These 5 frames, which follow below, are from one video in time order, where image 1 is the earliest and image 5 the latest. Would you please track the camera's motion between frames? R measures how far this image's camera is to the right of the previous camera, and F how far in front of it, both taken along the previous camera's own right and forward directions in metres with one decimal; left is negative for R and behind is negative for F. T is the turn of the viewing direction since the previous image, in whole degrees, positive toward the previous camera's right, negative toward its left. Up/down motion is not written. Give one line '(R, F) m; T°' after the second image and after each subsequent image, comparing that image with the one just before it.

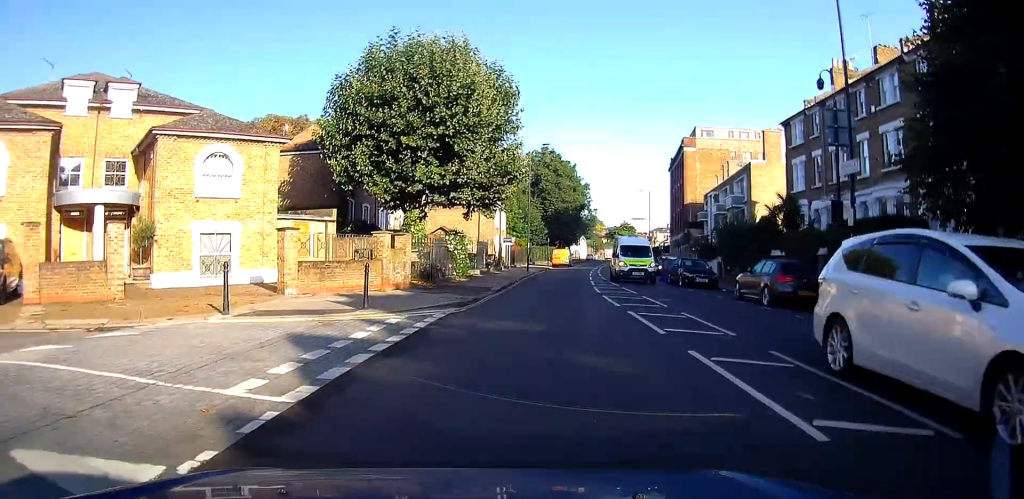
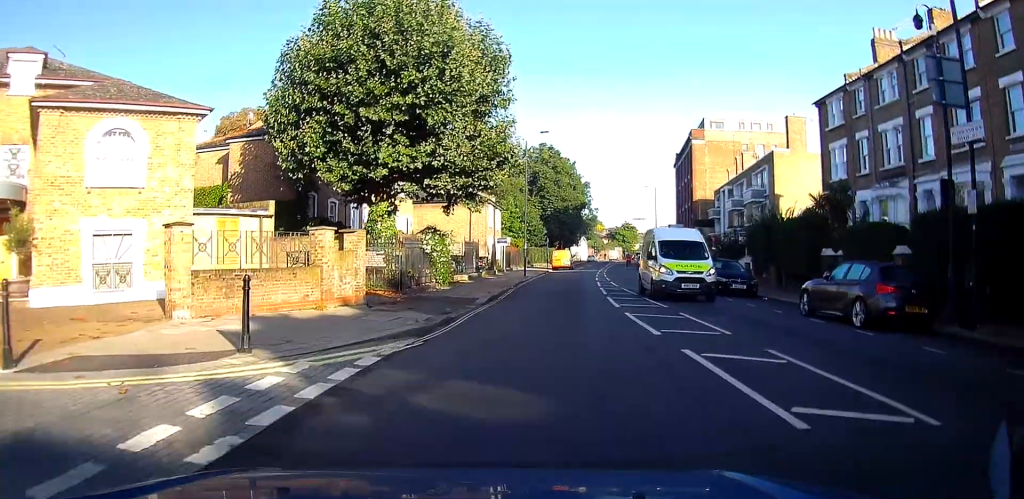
(0.0, +5.7) m; 0°
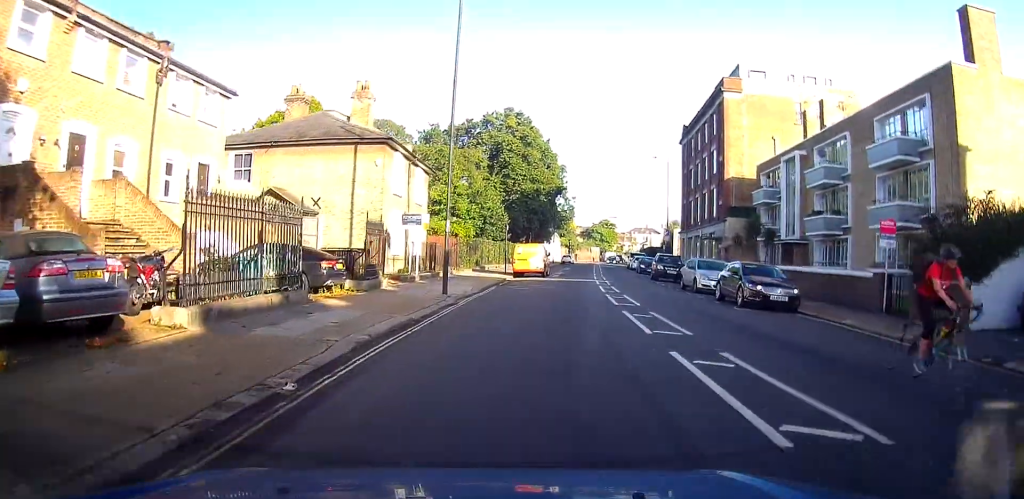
(+0.9, +24.4) m; +3°
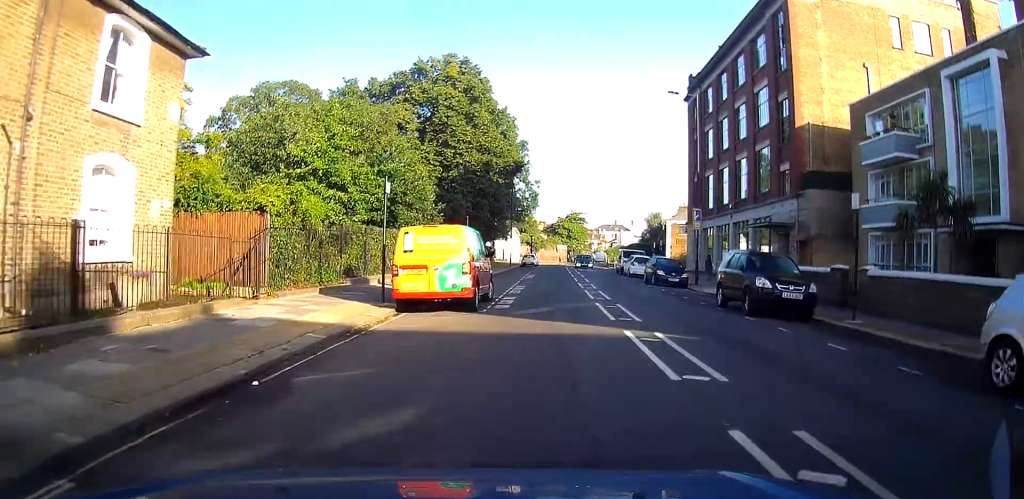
(+0.7, +21.5) m; +4°
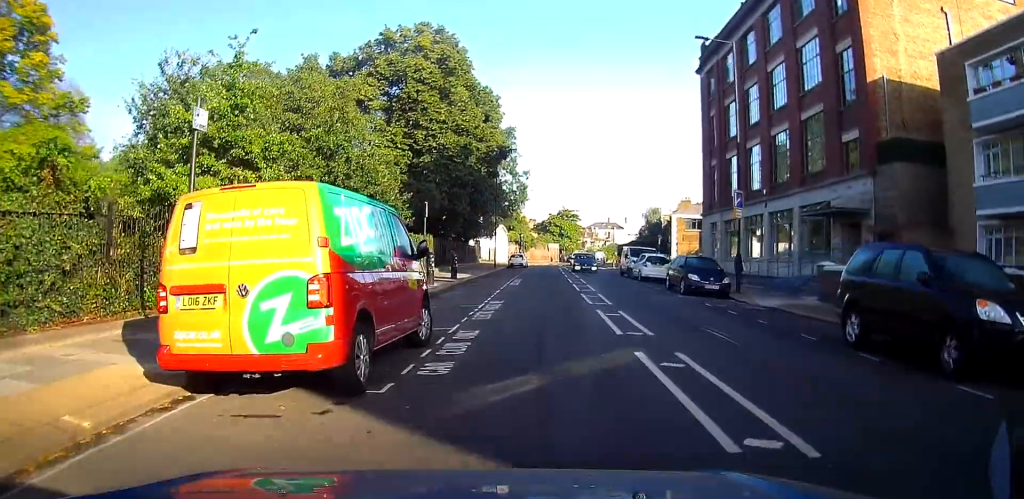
(+0.1, +8.3) m; +1°
